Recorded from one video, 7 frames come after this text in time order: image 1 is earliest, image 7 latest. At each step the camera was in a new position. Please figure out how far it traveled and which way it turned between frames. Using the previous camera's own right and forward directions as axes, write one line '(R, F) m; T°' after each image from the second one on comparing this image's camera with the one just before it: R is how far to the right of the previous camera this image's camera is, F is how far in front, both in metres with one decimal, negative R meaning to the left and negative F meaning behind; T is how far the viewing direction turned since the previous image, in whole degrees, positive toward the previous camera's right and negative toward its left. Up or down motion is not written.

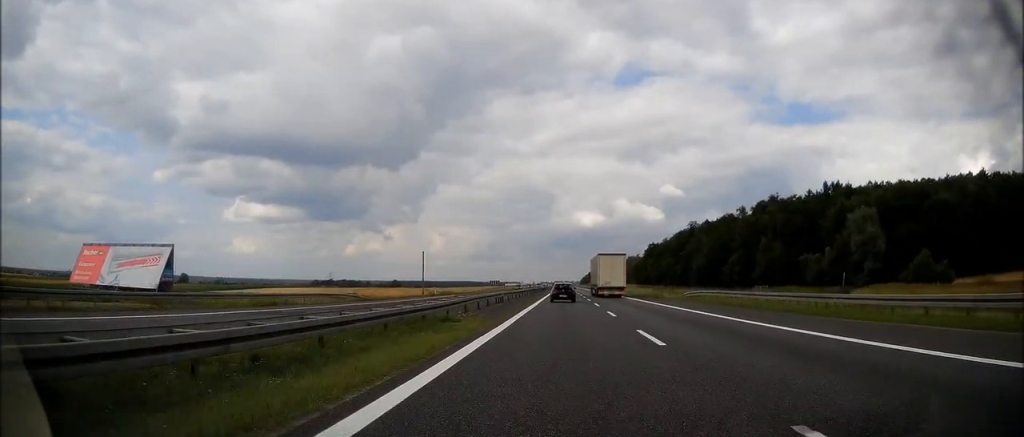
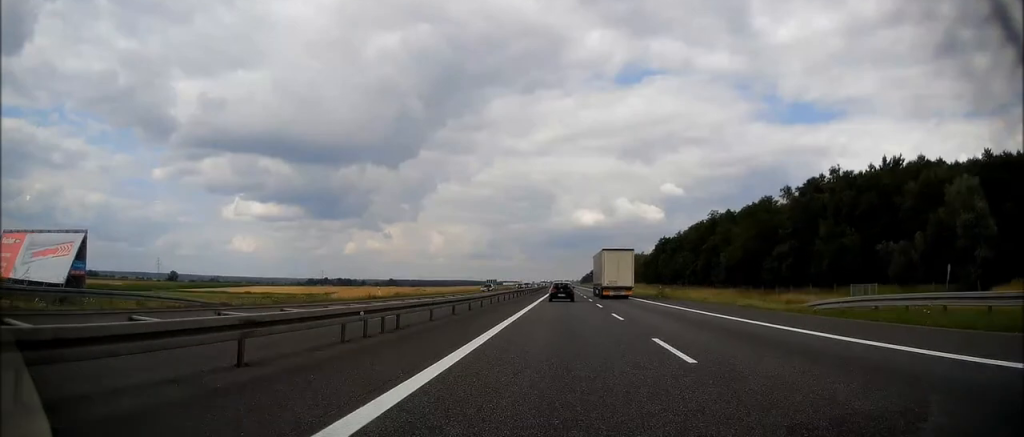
(+0.1, +26.9) m; 0°
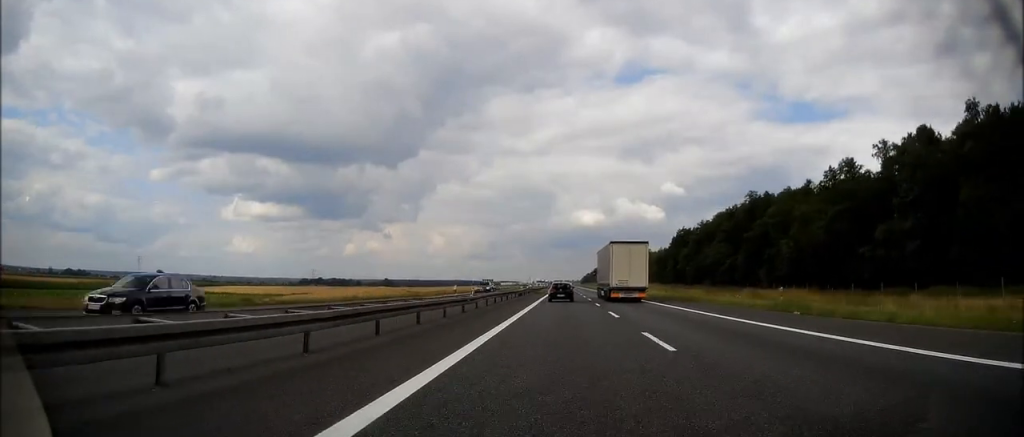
(0.0, +33.9) m; 0°
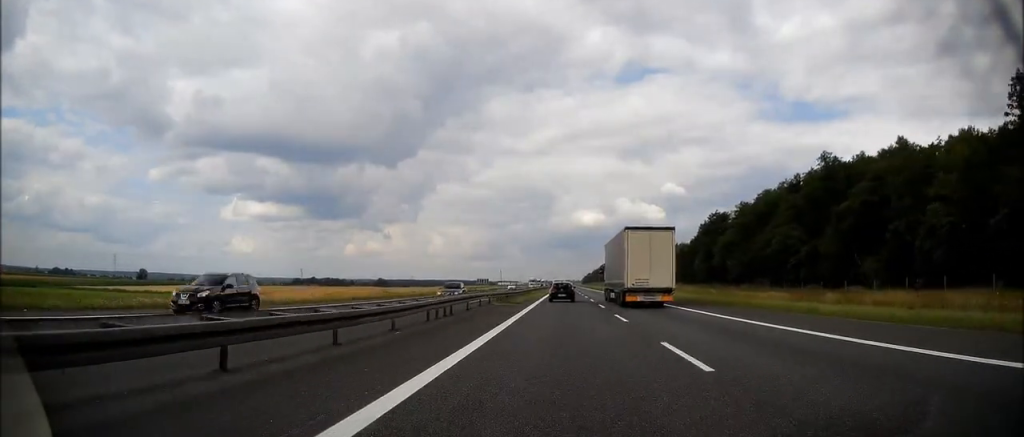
(0.0, +38.7) m; 0°
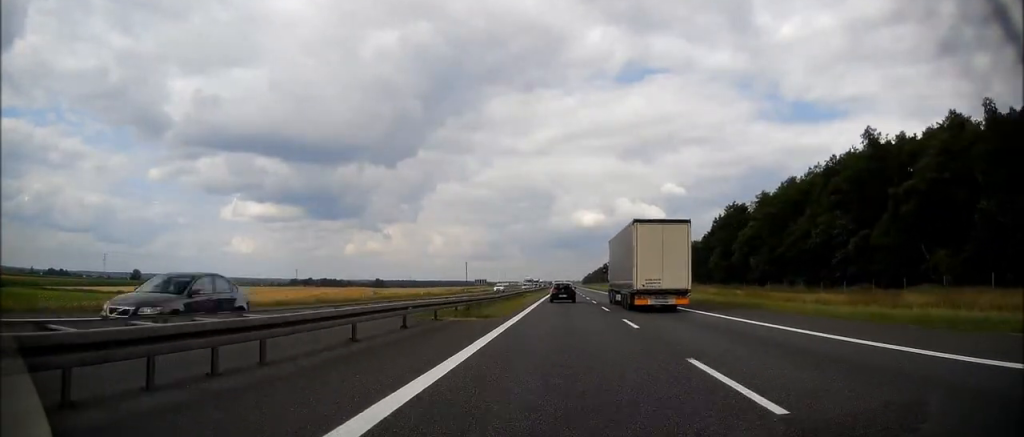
(0.0, +14.8) m; 0°
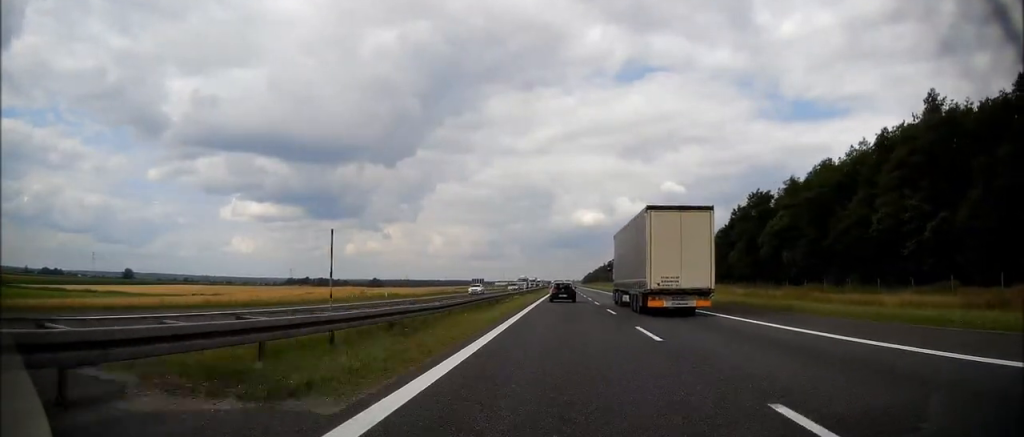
(0.0, +16.1) m; 0°
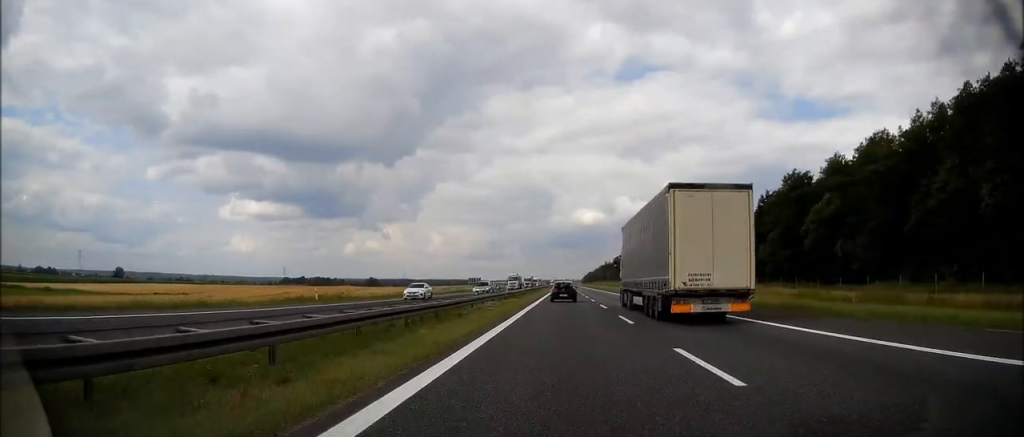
(0.0, +18.4) m; 0°
